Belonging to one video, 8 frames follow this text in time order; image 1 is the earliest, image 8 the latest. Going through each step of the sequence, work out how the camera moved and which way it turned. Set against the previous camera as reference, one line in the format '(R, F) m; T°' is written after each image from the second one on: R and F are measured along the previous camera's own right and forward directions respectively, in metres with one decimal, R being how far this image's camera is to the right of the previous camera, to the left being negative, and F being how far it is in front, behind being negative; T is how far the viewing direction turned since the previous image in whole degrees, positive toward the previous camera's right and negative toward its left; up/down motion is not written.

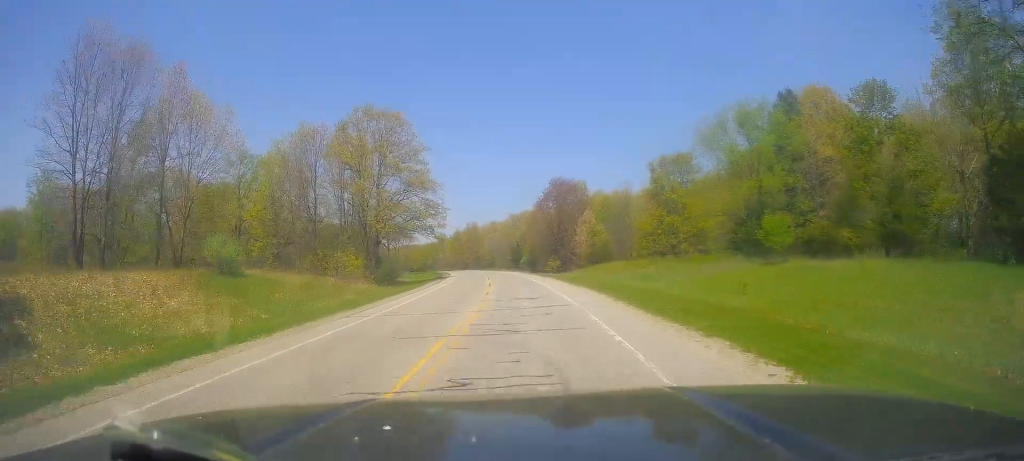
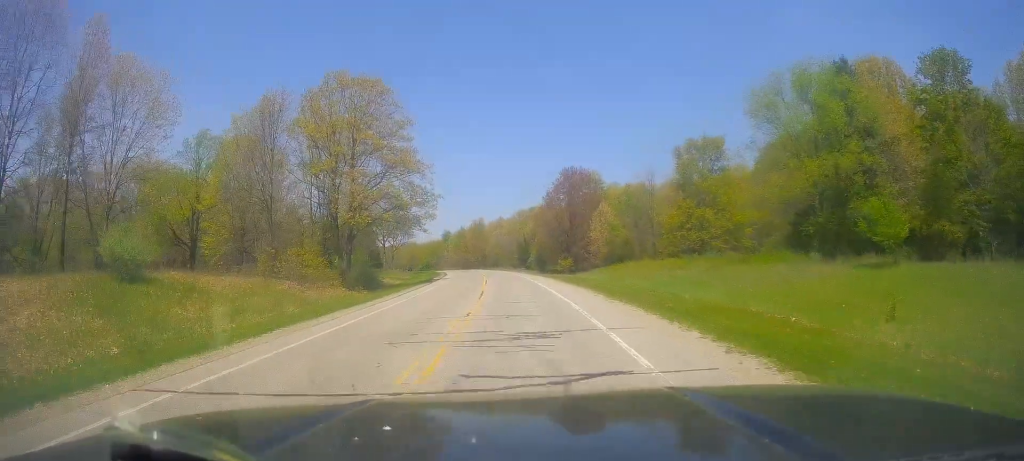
(0.0, +11.8) m; -2°
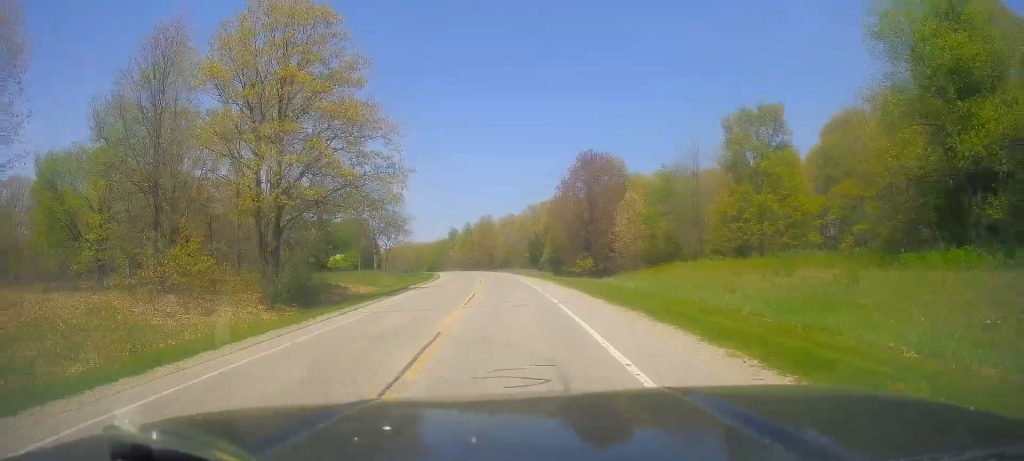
(-0.6, +17.0) m; -1°
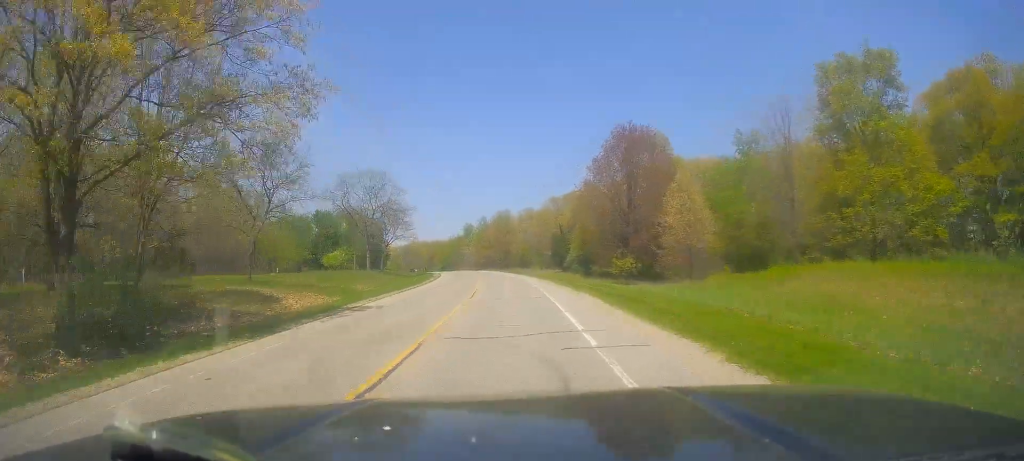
(+0.5, +19.1) m; 0°
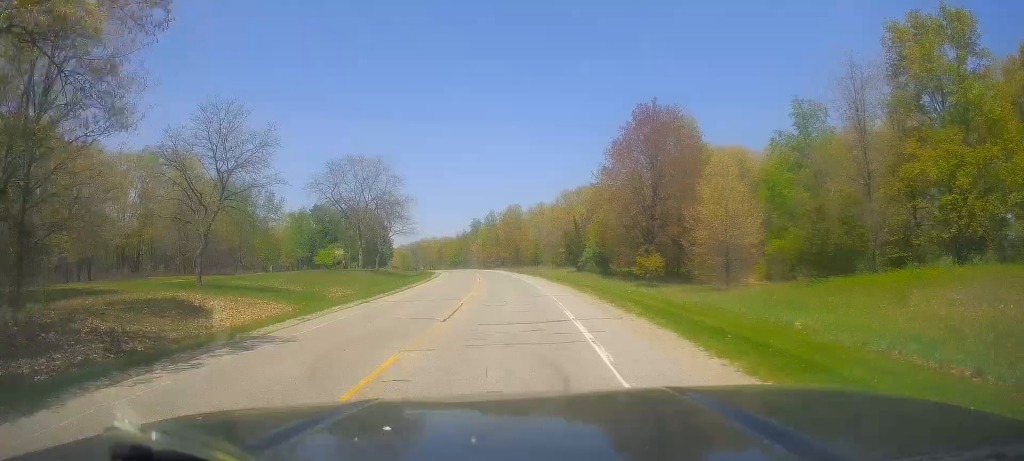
(-0.4, +9.7) m; -2°
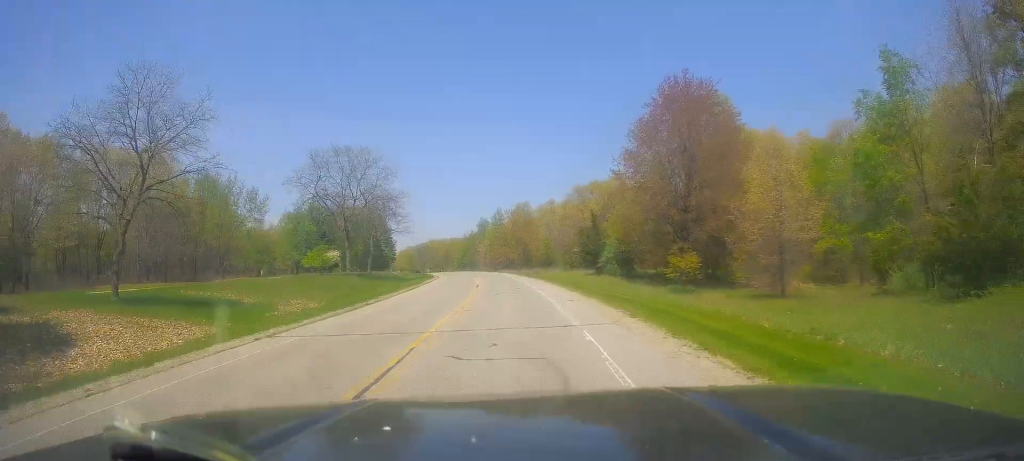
(-0.2, +10.7) m; -2°
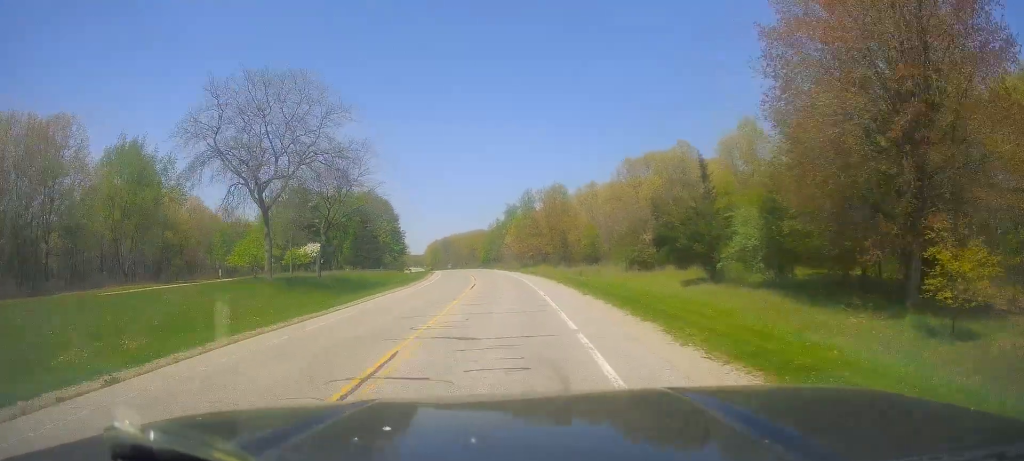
(-1.1, +32.6) m; -4°
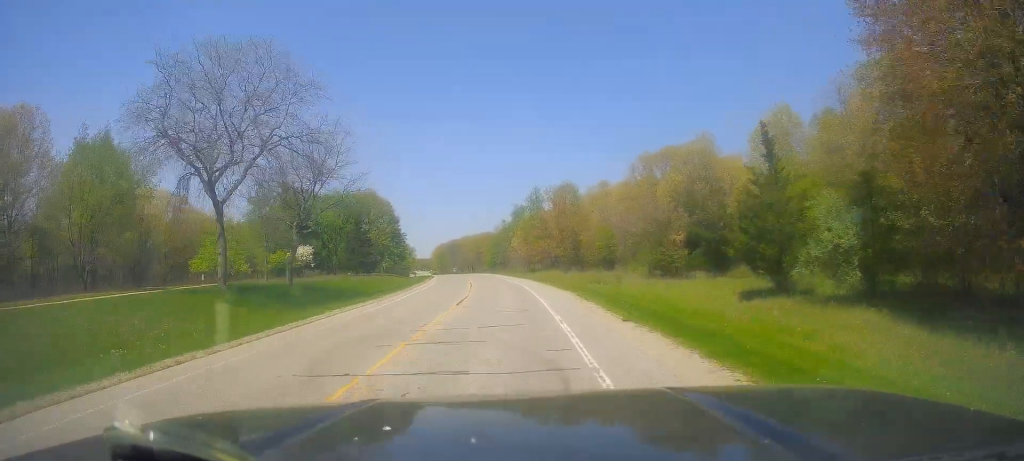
(+0.1, +8.5) m; -1°
